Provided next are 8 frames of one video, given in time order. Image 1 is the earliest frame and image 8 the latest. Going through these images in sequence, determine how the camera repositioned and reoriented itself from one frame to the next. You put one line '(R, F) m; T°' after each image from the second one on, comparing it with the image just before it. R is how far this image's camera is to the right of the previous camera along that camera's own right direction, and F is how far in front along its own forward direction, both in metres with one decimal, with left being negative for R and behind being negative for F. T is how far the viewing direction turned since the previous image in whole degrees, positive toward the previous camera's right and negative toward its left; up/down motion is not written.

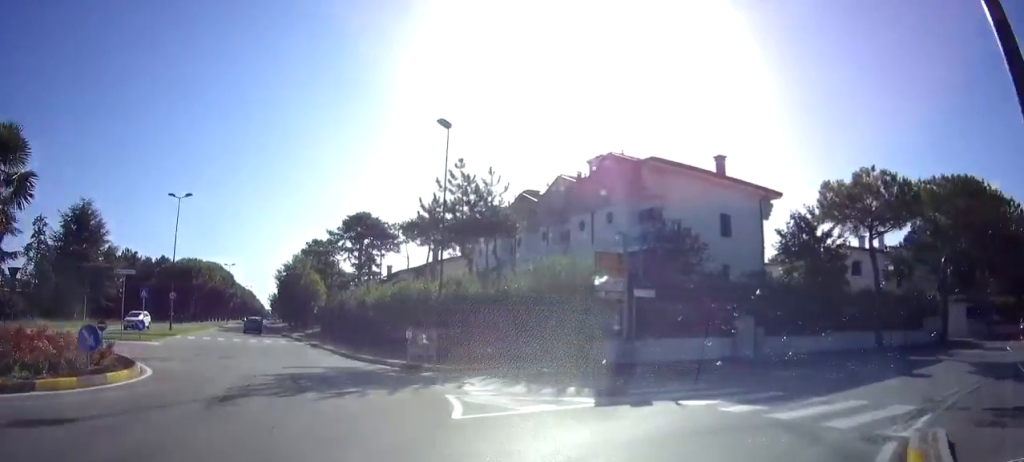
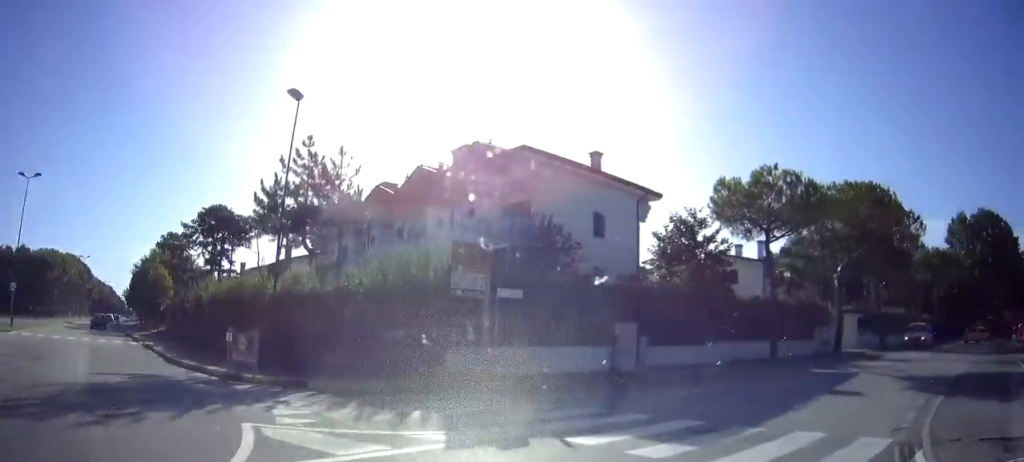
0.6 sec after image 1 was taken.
(-0.2, +2.8) m; +14°
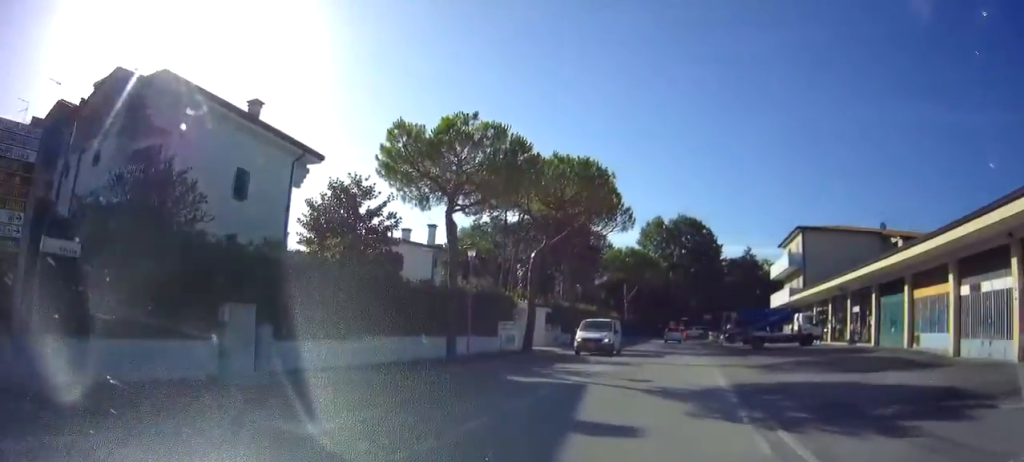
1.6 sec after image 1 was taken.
(+1.6, +4.3) m; +36°
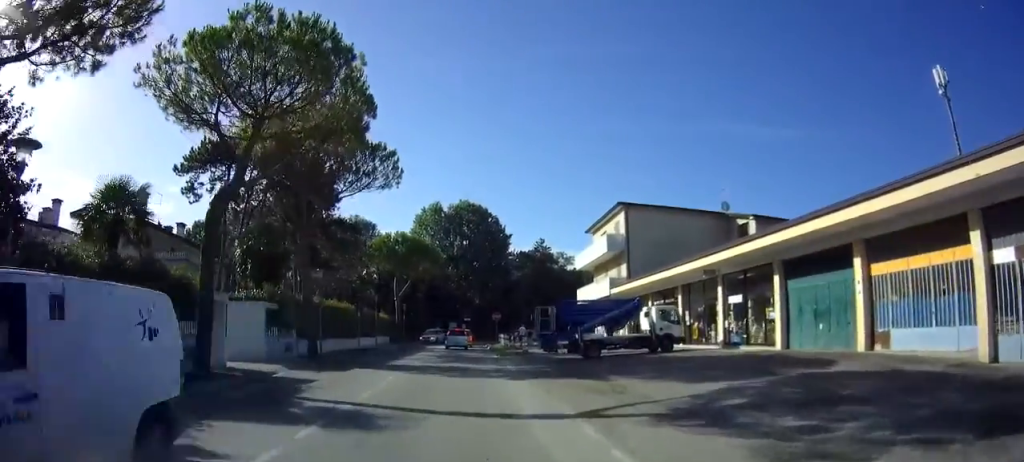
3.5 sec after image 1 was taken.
(+2.9, +9.3) m; +24°
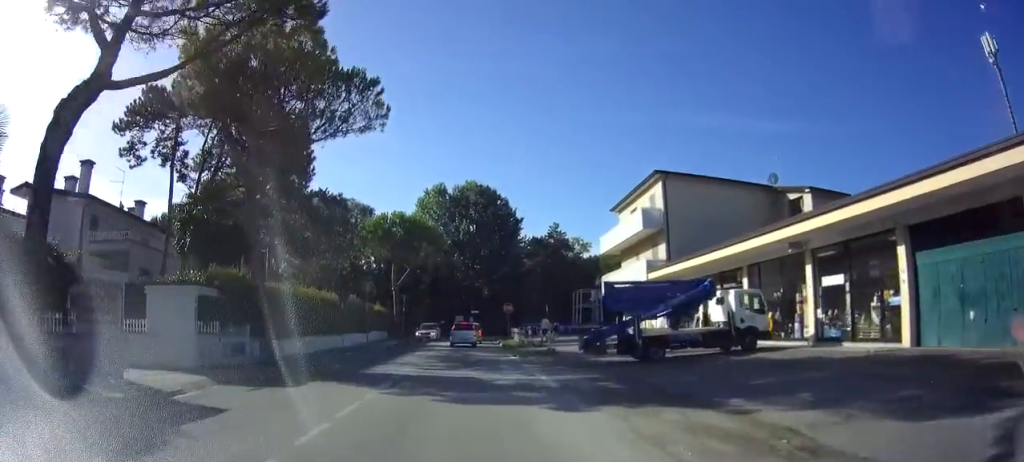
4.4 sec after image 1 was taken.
(+0.3, +6.2) m; +3°
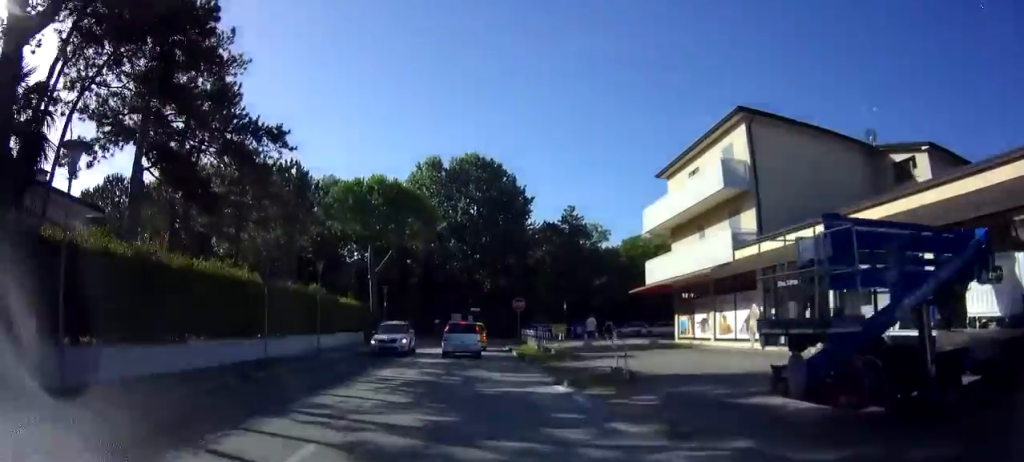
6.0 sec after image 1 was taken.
(+0.1, +11.0) m; -1°
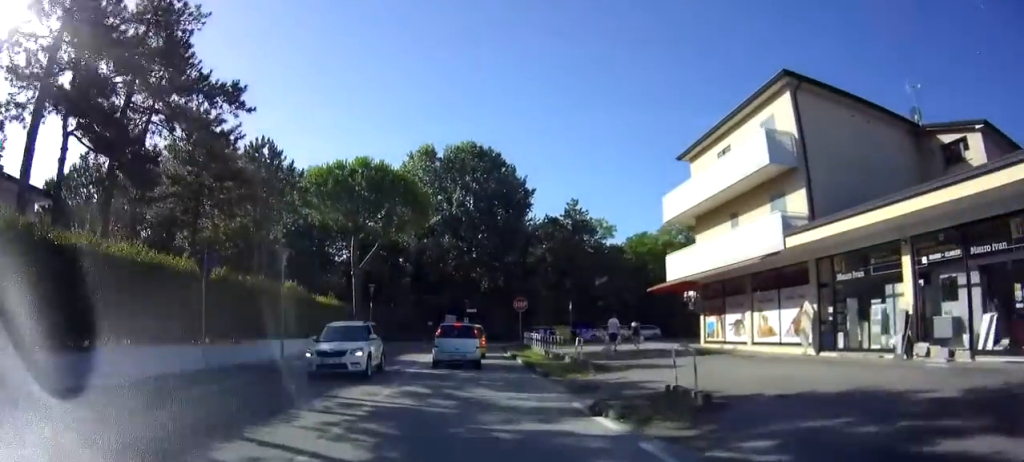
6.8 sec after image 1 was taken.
(-0.2, +4.5) m; 0°
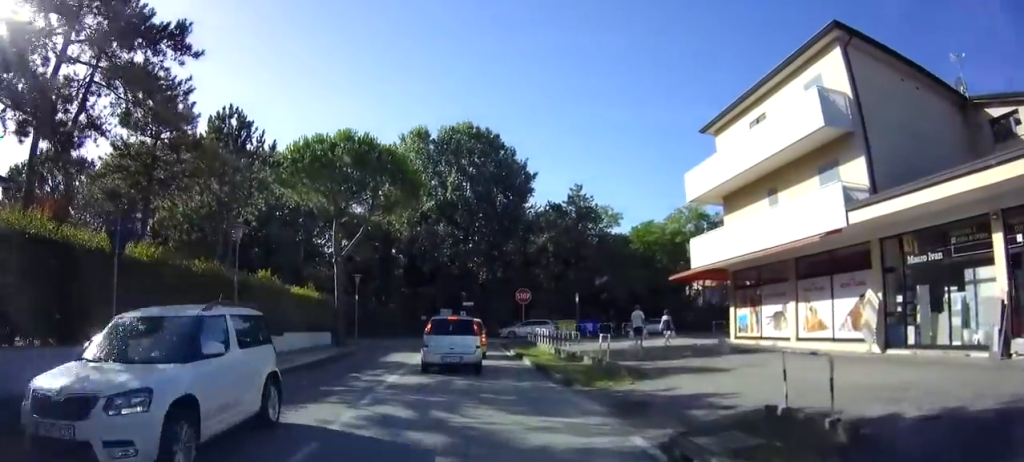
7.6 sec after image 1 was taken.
(+0.2, +4.0) m; +4°
